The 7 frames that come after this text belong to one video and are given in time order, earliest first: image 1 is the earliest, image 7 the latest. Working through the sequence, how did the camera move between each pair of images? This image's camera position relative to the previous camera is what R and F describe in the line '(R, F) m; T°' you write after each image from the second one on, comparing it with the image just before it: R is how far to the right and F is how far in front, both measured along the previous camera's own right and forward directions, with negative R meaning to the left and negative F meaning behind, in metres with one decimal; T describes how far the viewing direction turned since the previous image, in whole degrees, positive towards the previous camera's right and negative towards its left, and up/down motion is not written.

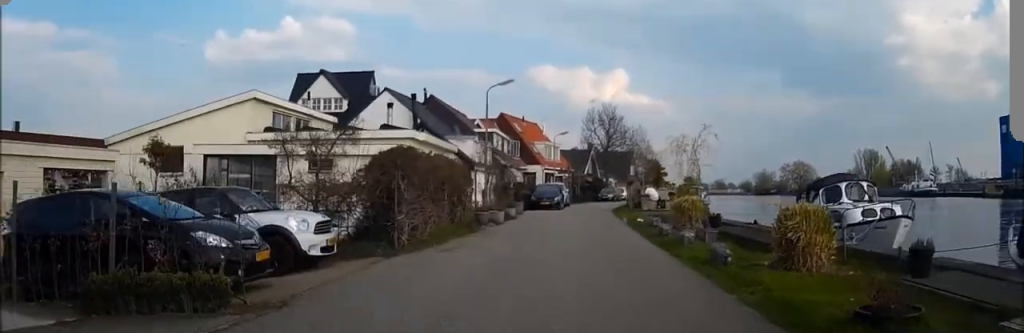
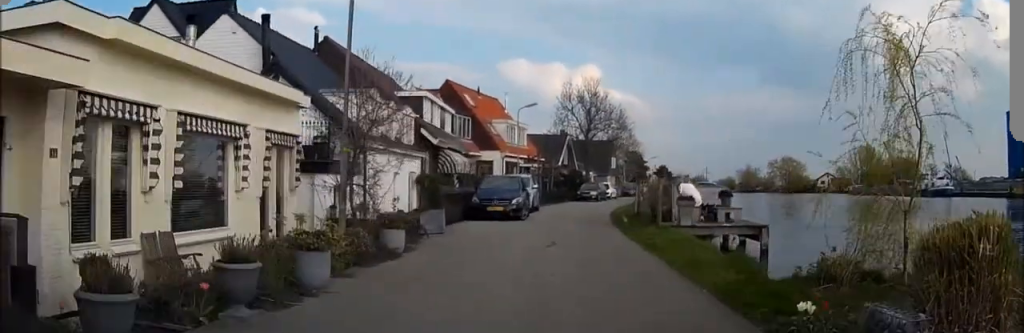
(+0.8, +18.0) m; +3°
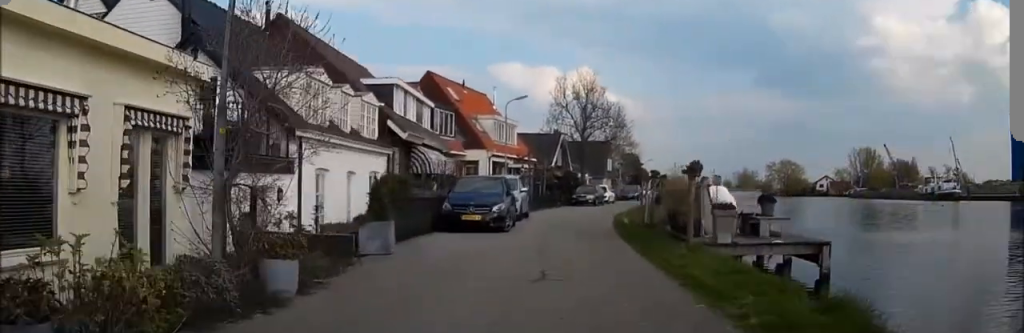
(0.0, +5.1) m; 0°
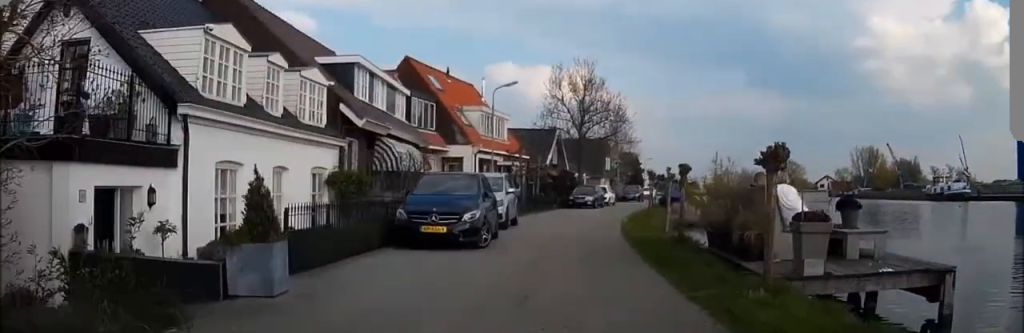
(0.0, +5.3) m; +1°
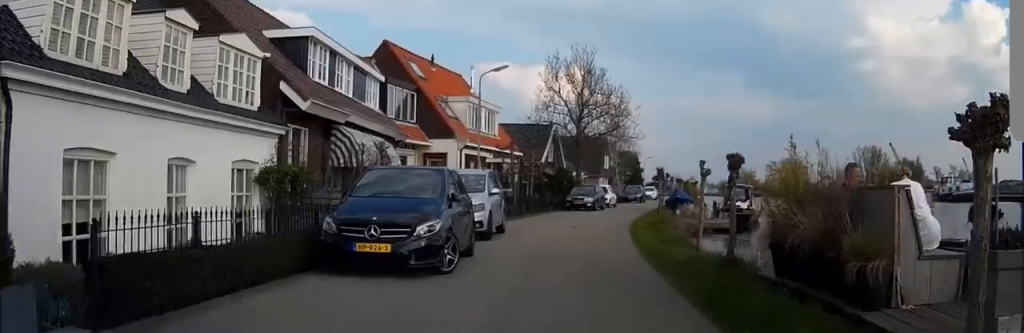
(+0.1, +4.5) m; +1°
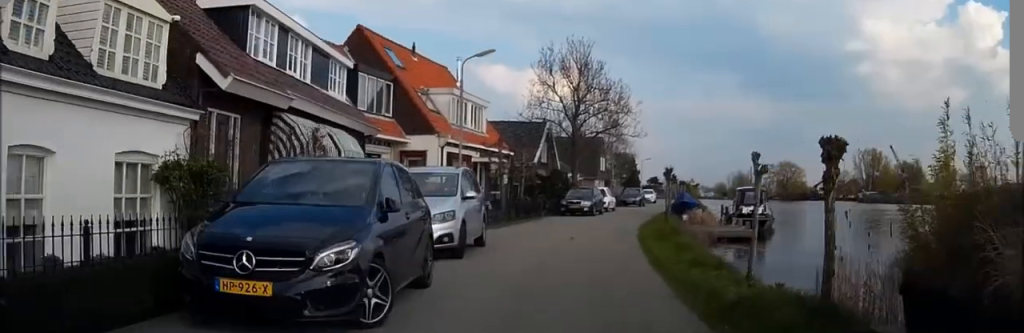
(0.0, +4.0) m; +1°
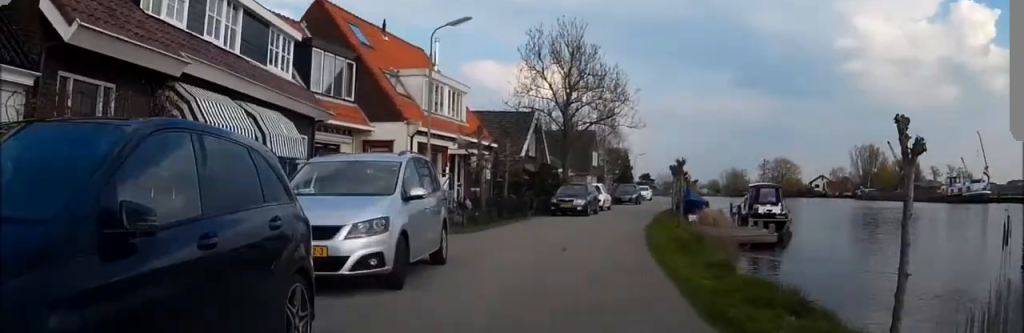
(0.0, +4.5) m; +1°
